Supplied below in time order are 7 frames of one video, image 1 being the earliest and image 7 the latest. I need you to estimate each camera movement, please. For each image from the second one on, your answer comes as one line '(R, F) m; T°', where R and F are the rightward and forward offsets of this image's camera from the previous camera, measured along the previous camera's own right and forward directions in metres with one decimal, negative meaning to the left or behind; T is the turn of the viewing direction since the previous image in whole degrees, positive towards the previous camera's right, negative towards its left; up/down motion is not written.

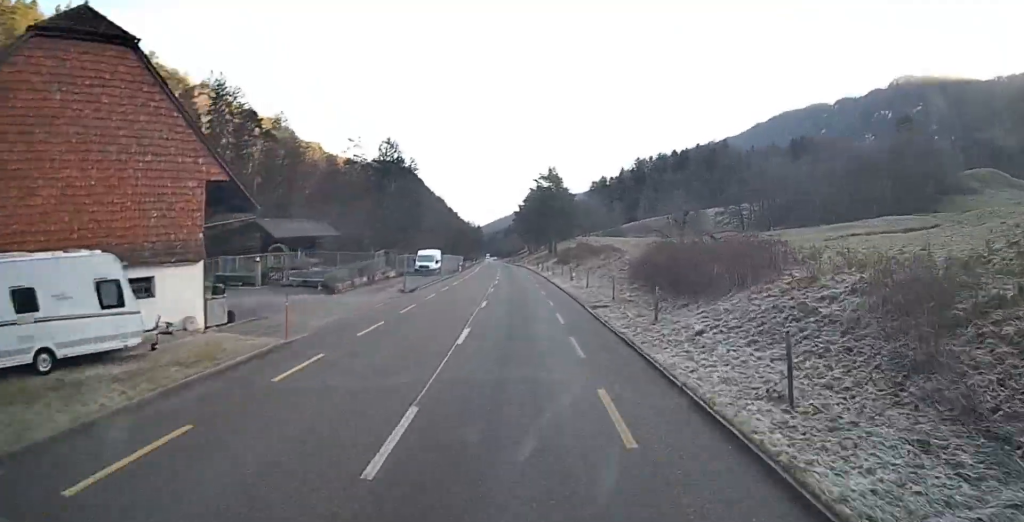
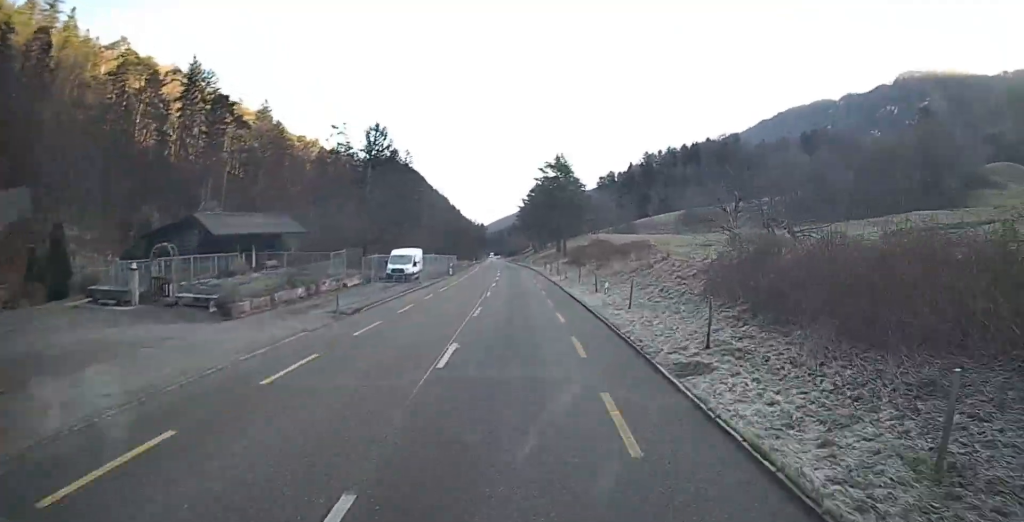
(0.0, +12.2) m; -1°
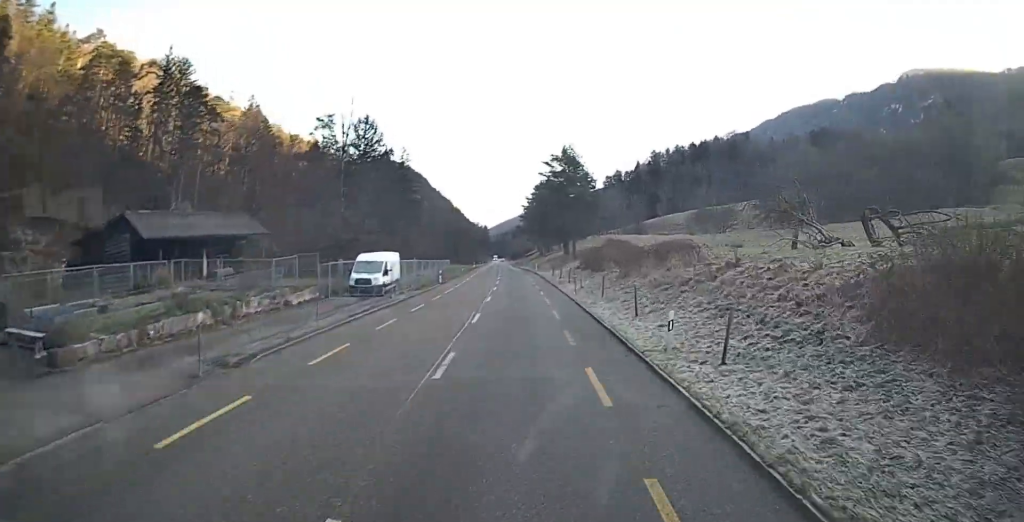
(0.0, +9.5) m; 0°
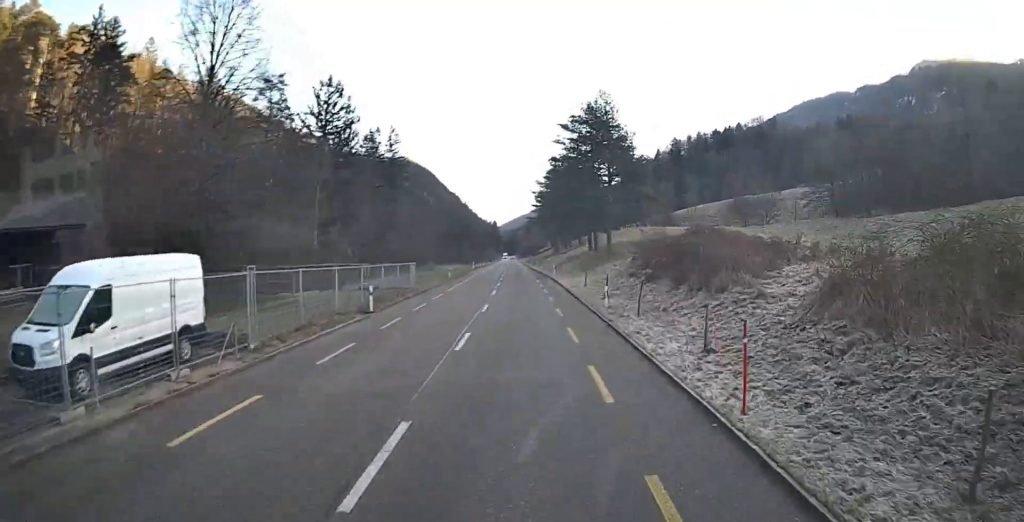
(-0.3, +23.6) m; -1°
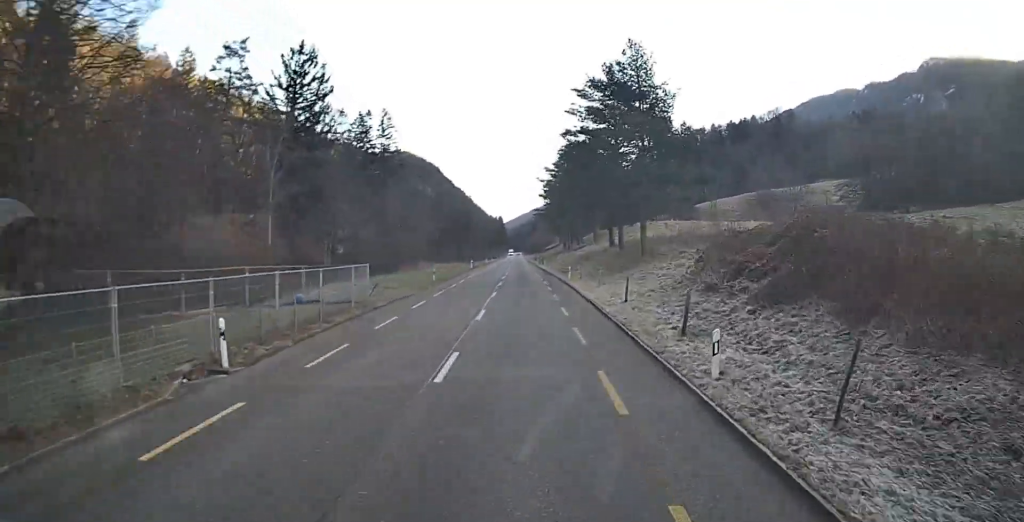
(+0.1, +12.7) m; -1°
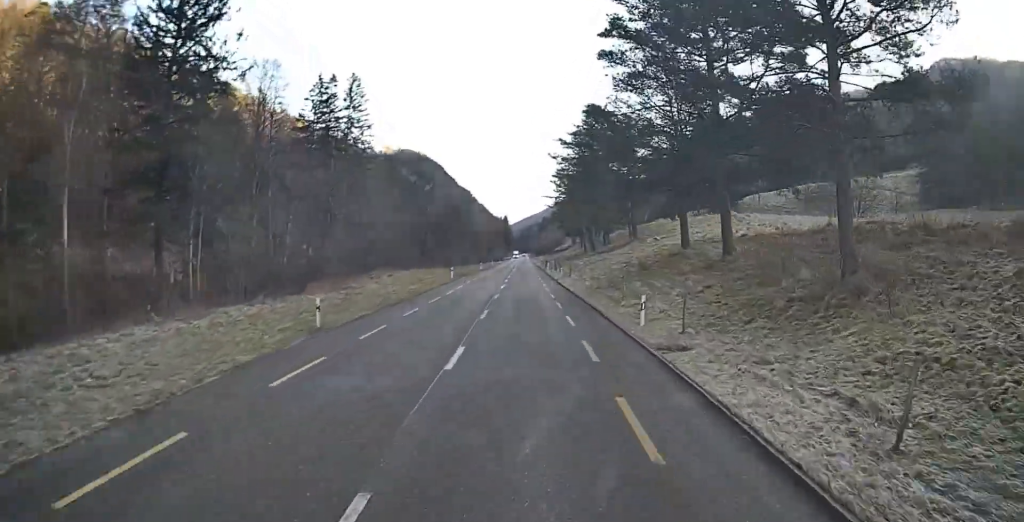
(-0.4, +25.6) m; -1°
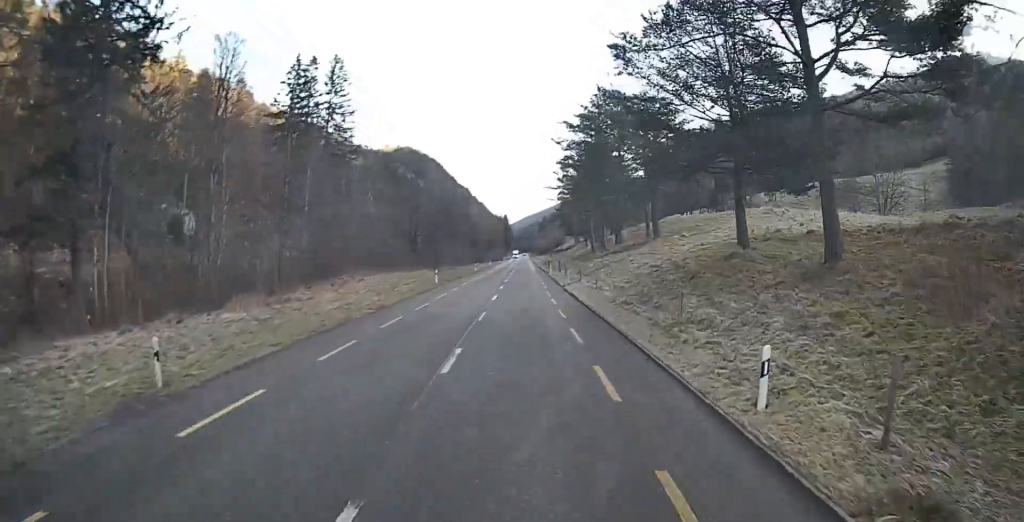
(0.0, +9.1) m; 0°
